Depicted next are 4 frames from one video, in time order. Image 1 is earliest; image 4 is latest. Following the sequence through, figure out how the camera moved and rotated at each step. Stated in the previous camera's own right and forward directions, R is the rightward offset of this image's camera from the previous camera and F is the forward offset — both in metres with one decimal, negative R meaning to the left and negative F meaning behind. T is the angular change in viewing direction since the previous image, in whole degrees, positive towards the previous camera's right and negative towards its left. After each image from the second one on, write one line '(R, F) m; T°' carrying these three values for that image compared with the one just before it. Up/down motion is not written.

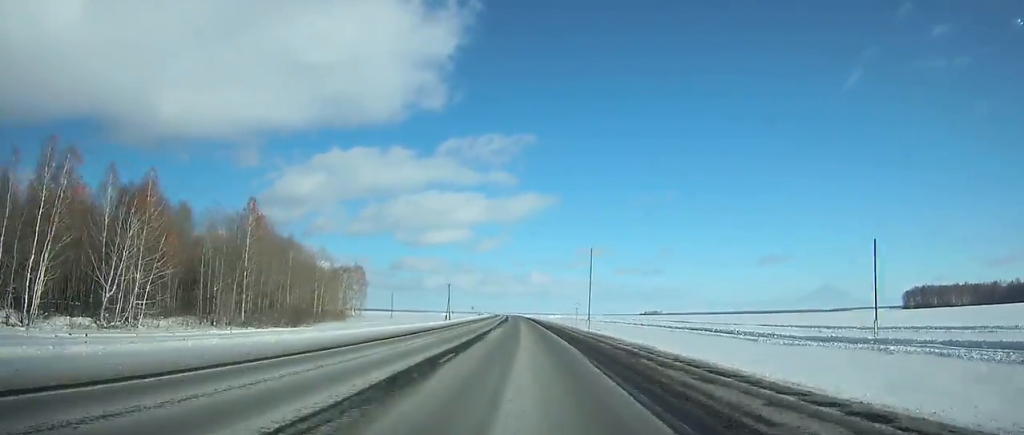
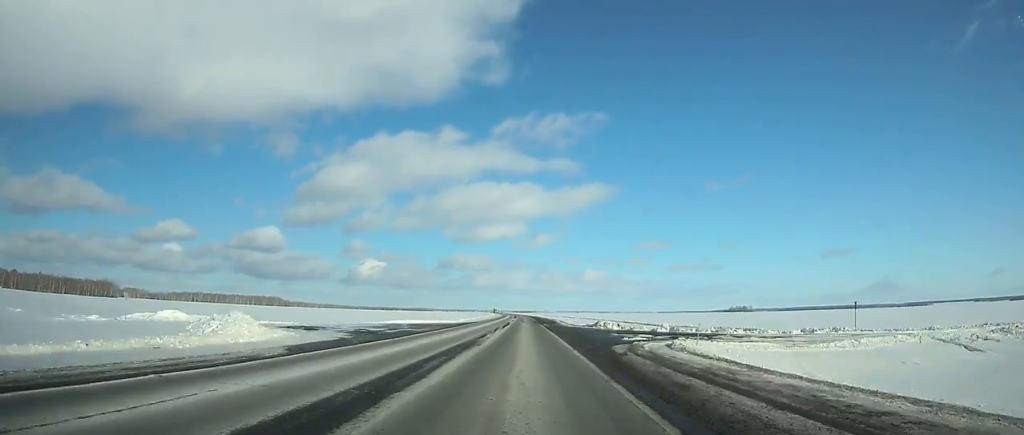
(-17.1, +403.8) m; -4°
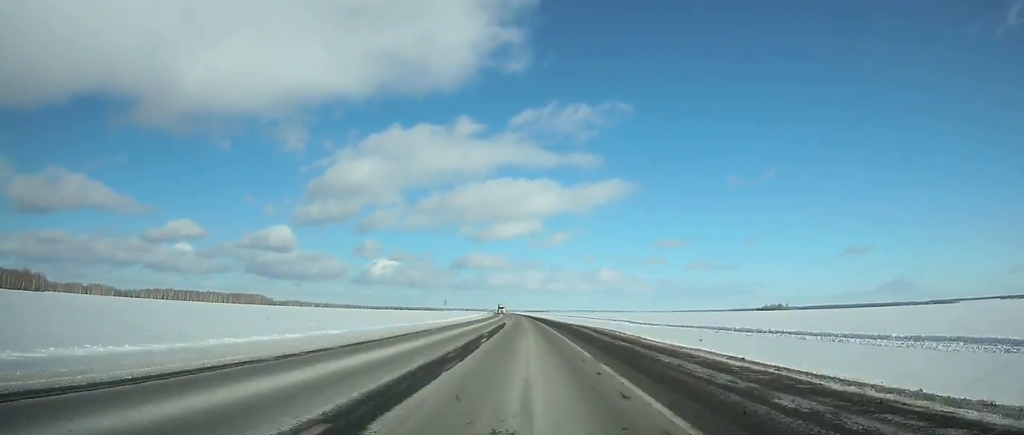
(-1.8, +155.3) m; -2°
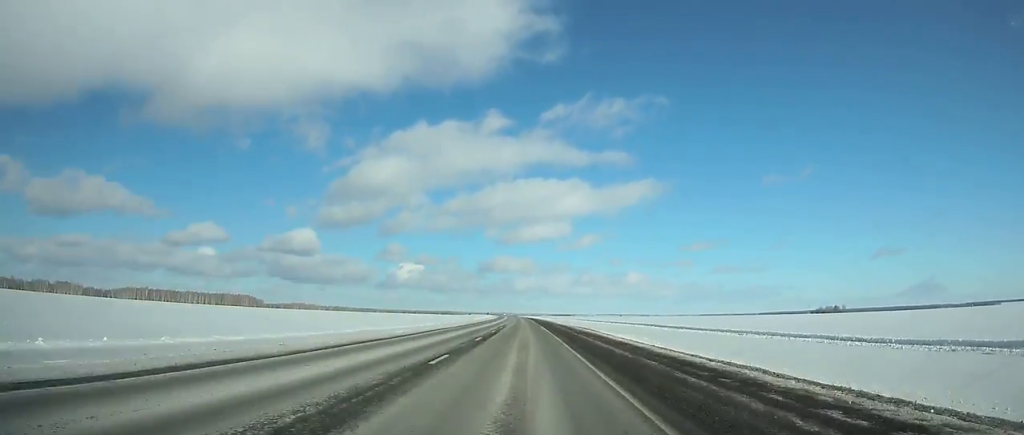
(-3.5, +159.5) m; -2°
